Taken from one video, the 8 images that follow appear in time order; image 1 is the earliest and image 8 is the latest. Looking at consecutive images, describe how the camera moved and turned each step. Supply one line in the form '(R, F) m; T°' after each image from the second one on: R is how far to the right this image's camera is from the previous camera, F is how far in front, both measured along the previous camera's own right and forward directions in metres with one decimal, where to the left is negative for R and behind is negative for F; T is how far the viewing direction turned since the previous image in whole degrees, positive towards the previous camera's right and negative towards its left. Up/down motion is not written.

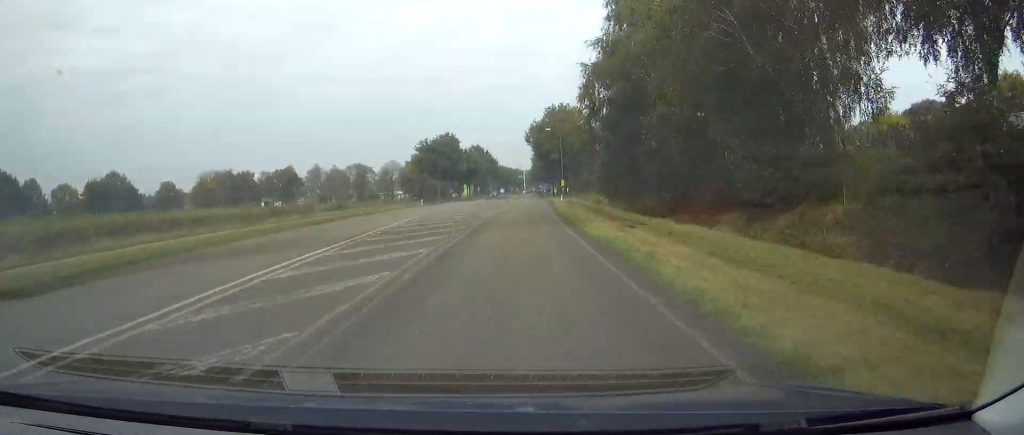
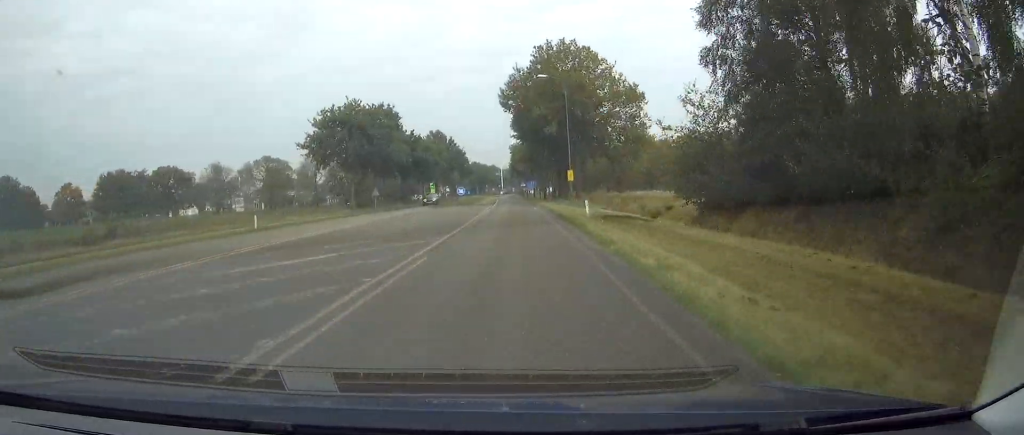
(+1.0, +47.5) m; +2°
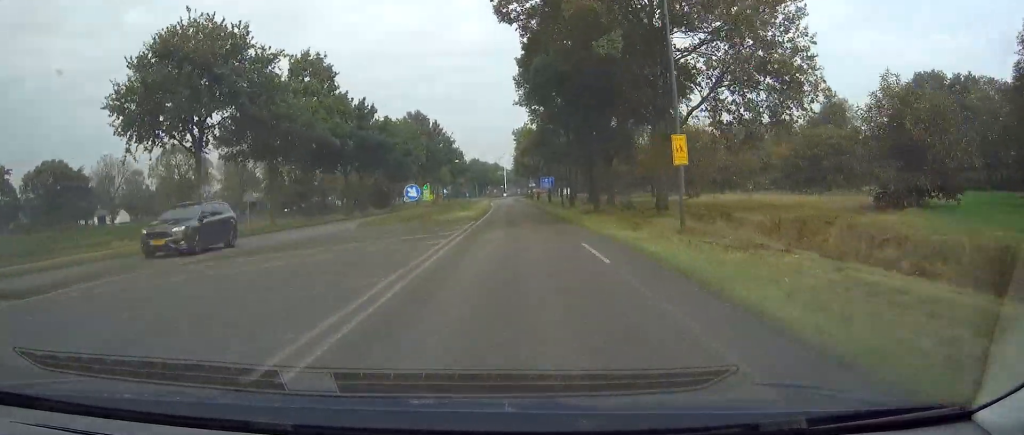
(+0.3, +34.6) m; +1°
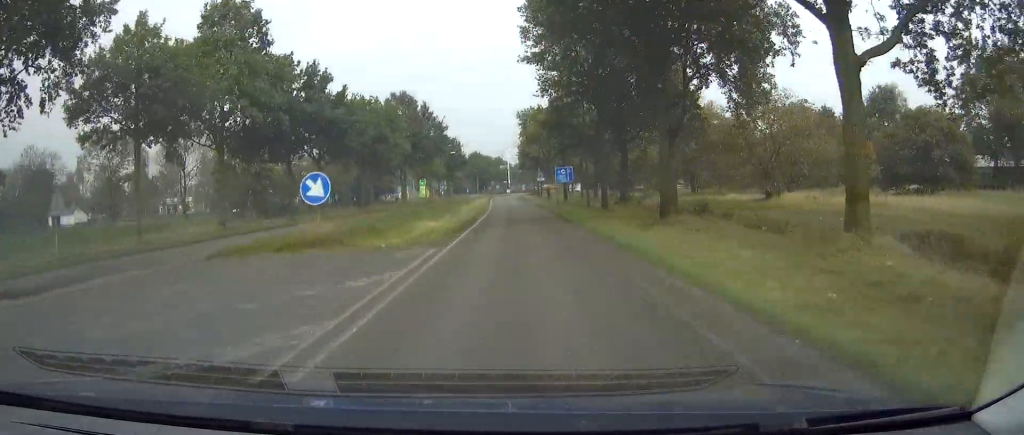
(+0.1, +17.0) m; 0°
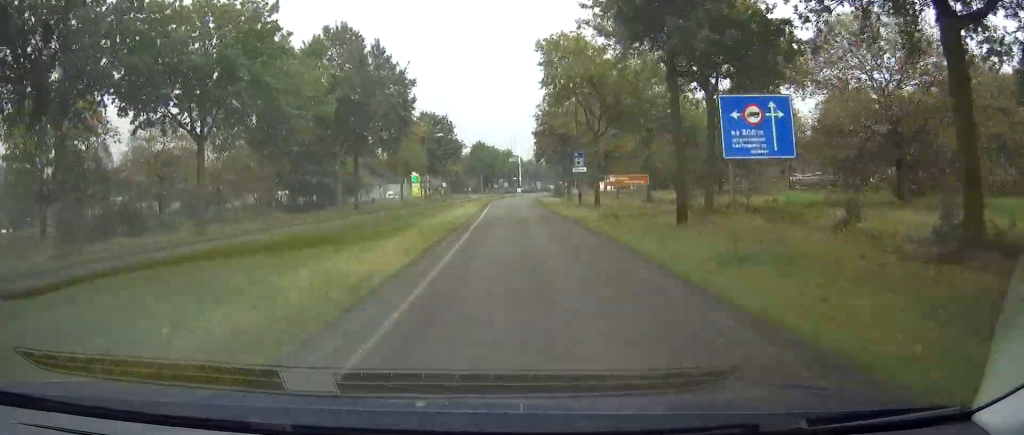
(0.0, +34.9) m; 0°
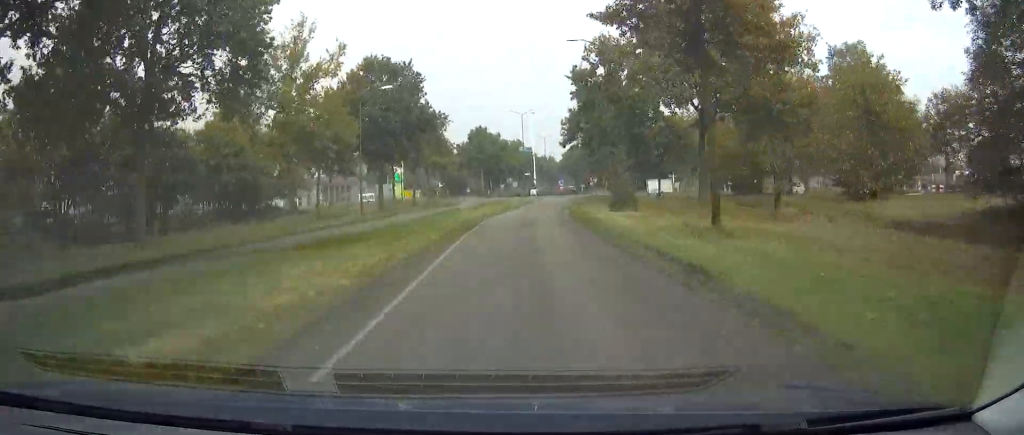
(-0.4, +37.9) m; 0°
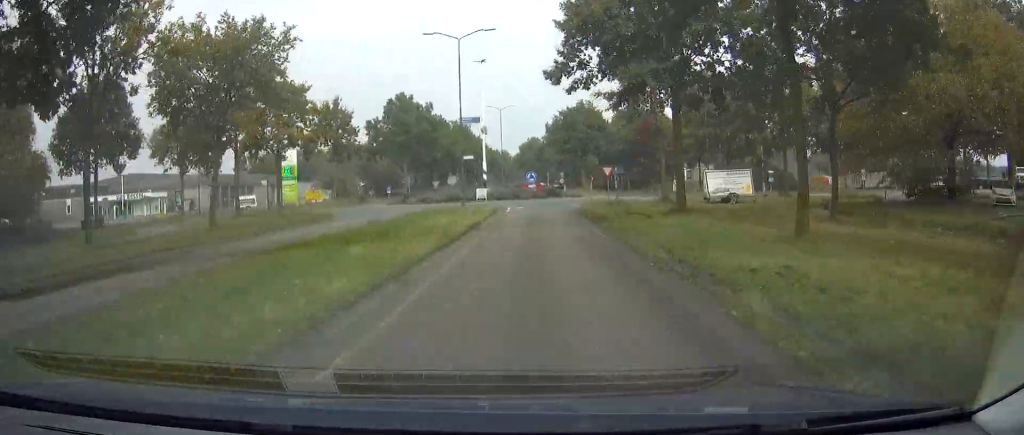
(+0.3, +41.4) m; +1°
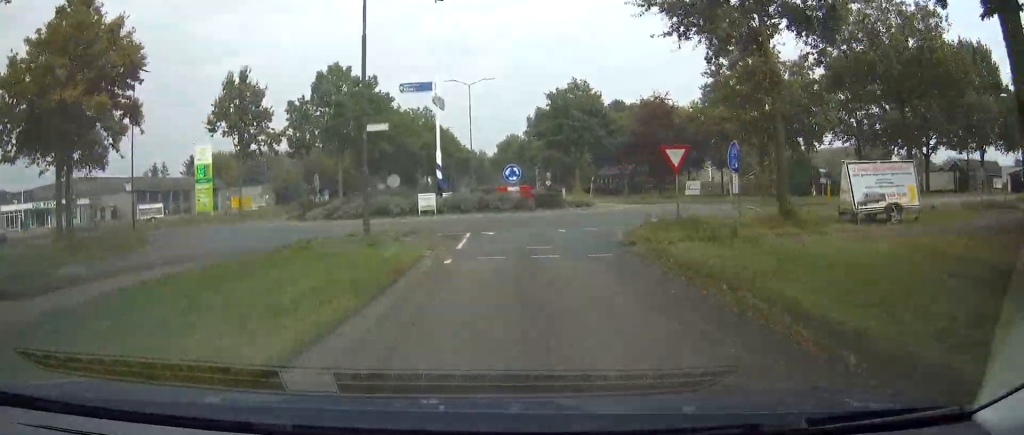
(+0.2, +22.4) m; +3°
